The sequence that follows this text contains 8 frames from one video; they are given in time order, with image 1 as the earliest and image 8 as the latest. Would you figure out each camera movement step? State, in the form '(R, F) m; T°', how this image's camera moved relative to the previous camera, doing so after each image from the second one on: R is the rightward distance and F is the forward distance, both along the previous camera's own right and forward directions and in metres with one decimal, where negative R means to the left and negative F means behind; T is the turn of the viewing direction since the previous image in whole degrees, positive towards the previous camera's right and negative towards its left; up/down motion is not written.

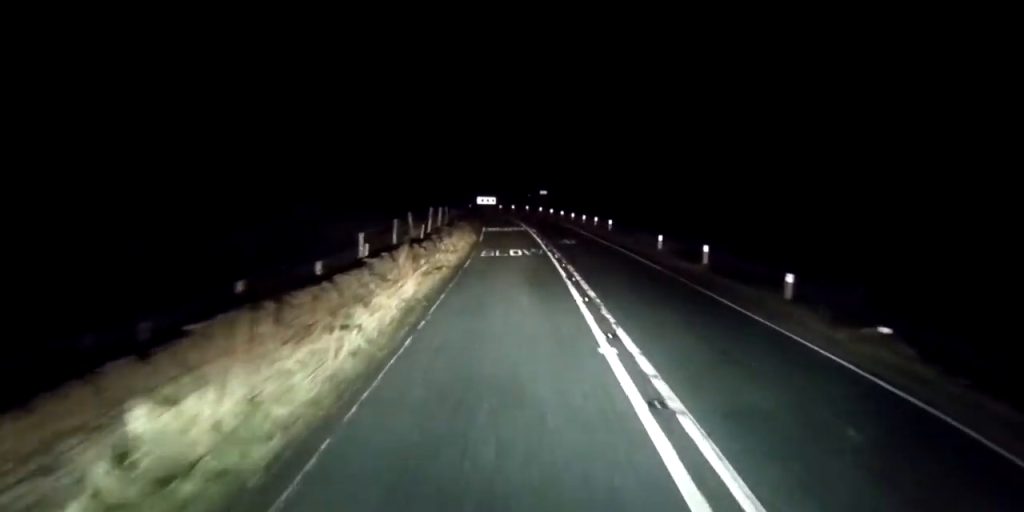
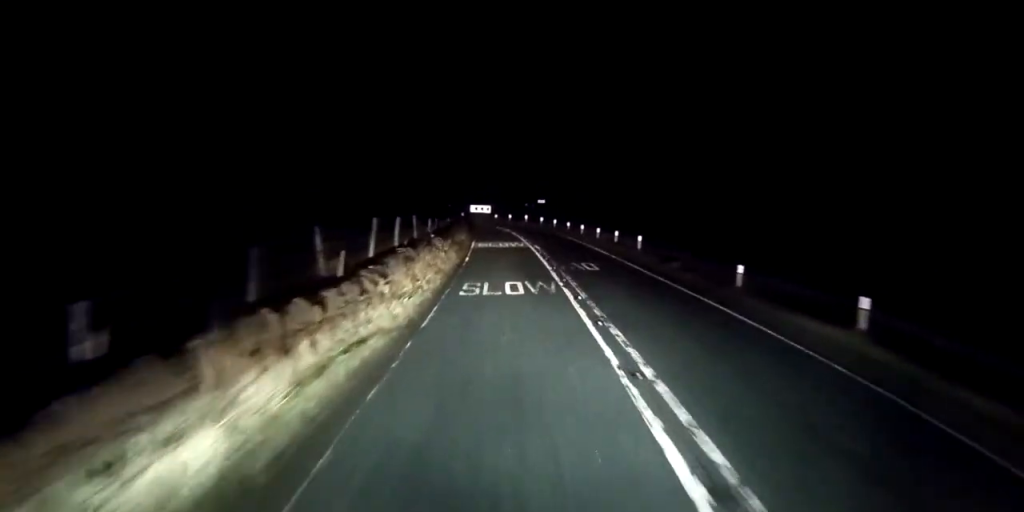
(0.0, +10.3) m; 0°
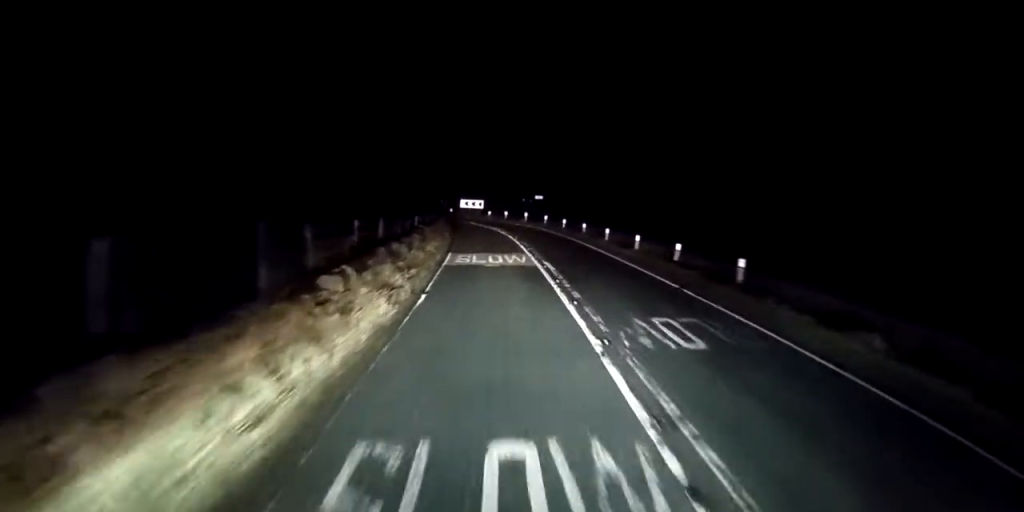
(0.0, +13.8) m; 0°
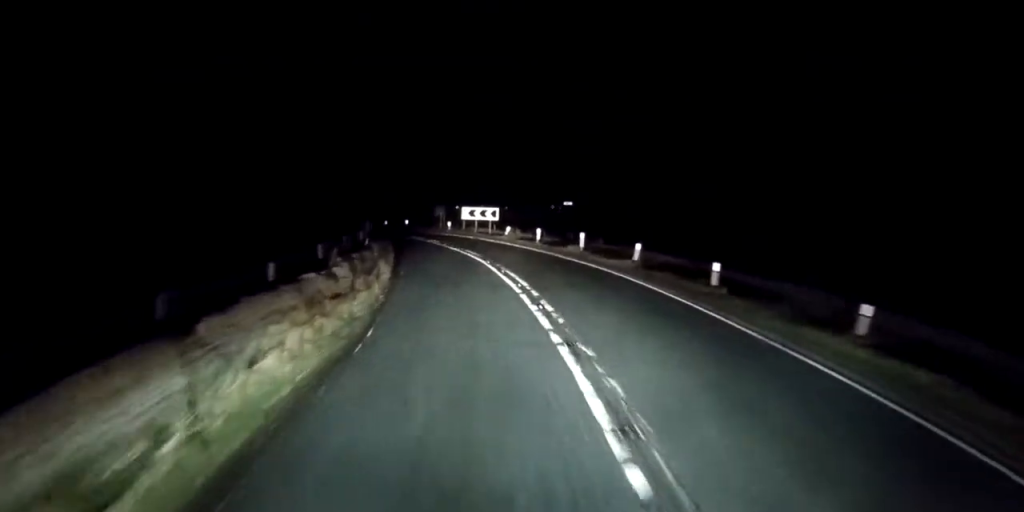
(-0.7, +31.1) m; -12°
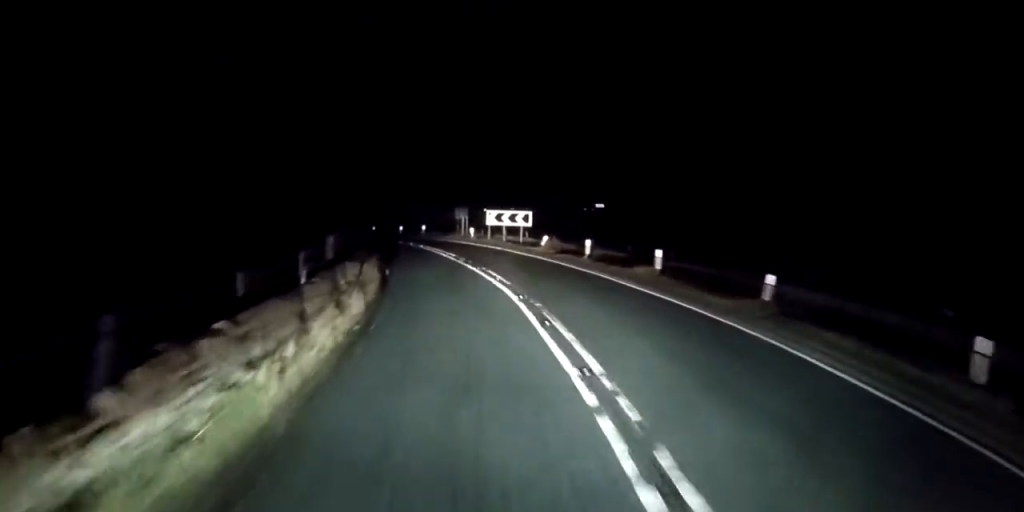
(-1.5, +9.2) m; -7°
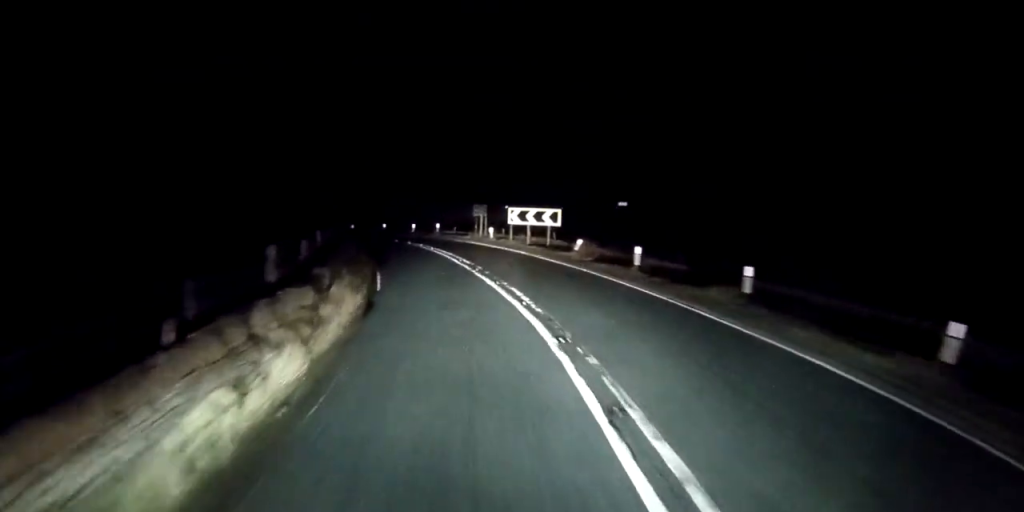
(-0.2, +5.6) m; -2°
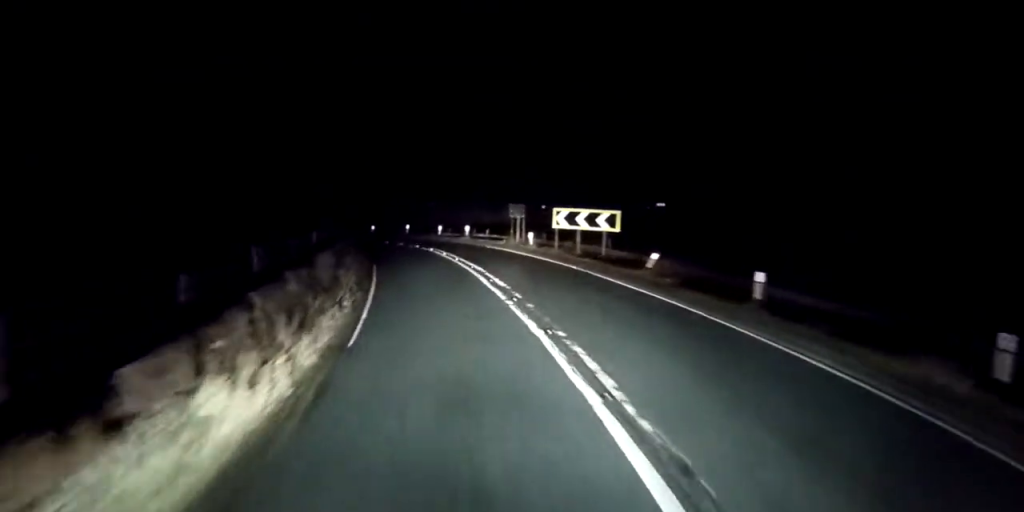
(0.0, +7.2) m; 0°
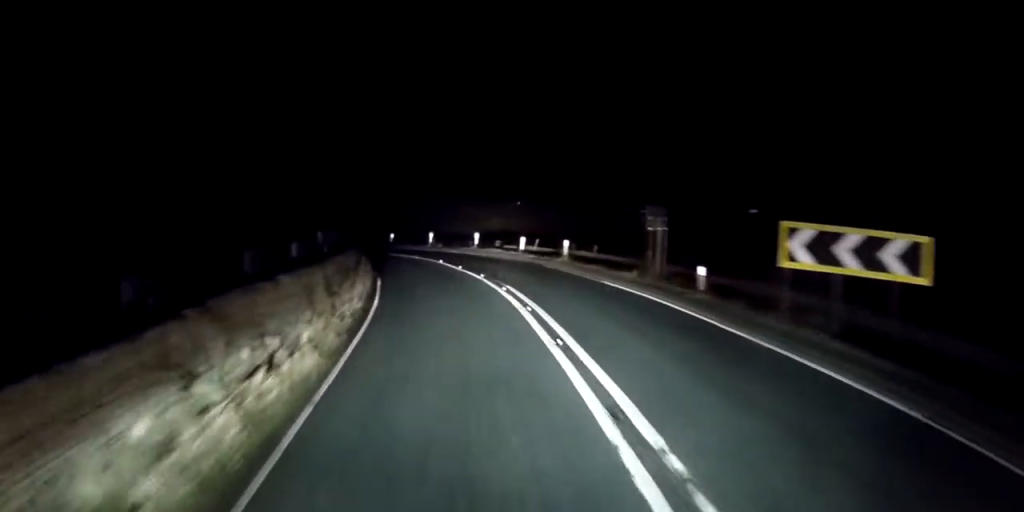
(0.0, +15.9) m; 0°
